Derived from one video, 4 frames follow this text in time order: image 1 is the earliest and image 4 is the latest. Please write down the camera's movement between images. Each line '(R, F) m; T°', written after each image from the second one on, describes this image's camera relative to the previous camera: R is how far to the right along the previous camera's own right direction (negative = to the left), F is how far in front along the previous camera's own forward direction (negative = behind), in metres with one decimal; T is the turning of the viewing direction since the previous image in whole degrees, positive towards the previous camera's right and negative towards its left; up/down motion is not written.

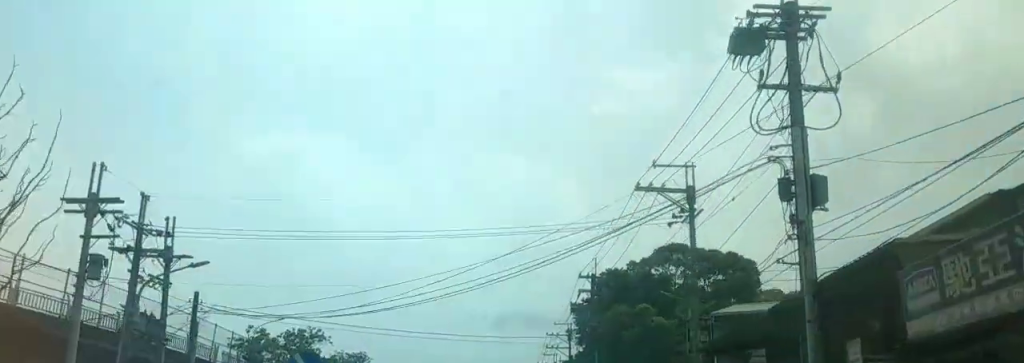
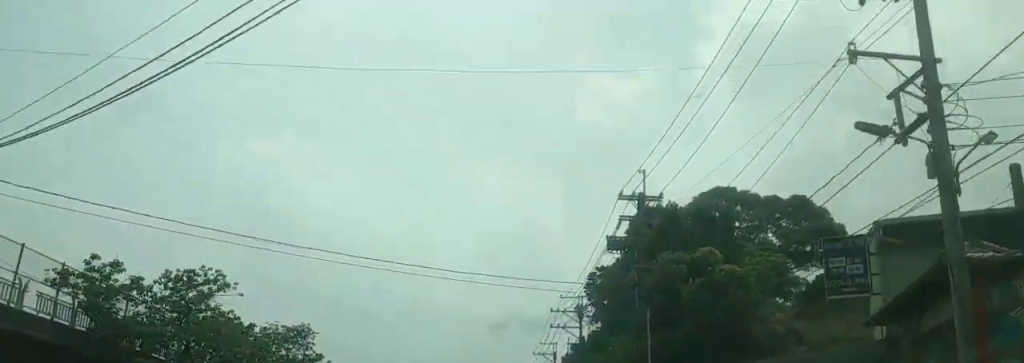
(+0.3, +17.2) m; +1°
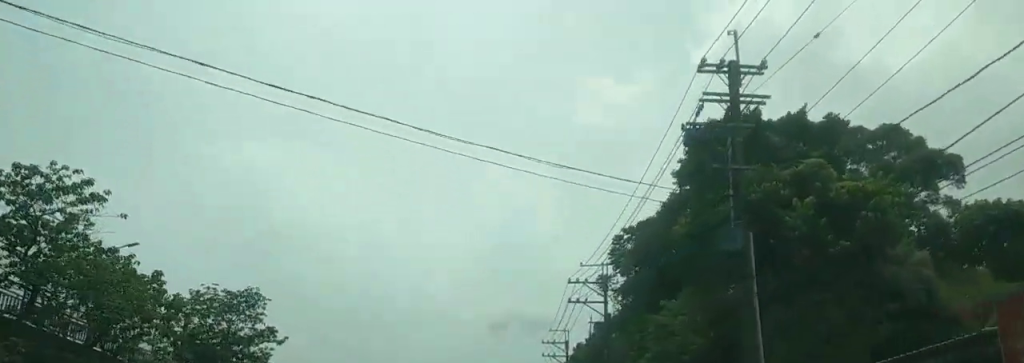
(-0.1, +11.3) m; -1°
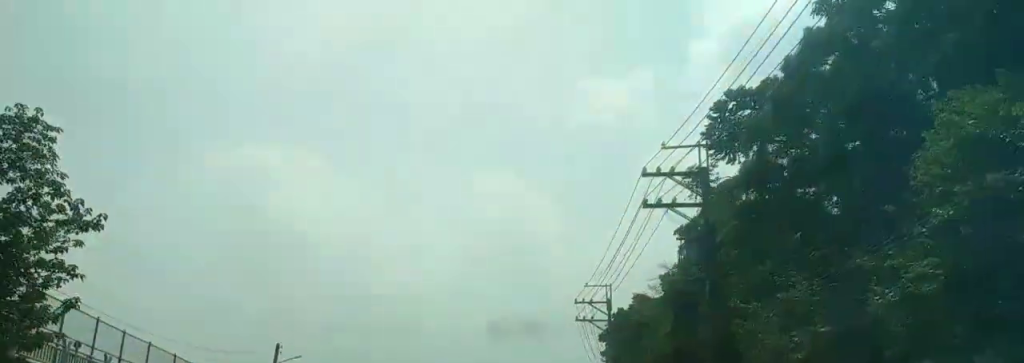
(0.0, +17.5) m; 0°
